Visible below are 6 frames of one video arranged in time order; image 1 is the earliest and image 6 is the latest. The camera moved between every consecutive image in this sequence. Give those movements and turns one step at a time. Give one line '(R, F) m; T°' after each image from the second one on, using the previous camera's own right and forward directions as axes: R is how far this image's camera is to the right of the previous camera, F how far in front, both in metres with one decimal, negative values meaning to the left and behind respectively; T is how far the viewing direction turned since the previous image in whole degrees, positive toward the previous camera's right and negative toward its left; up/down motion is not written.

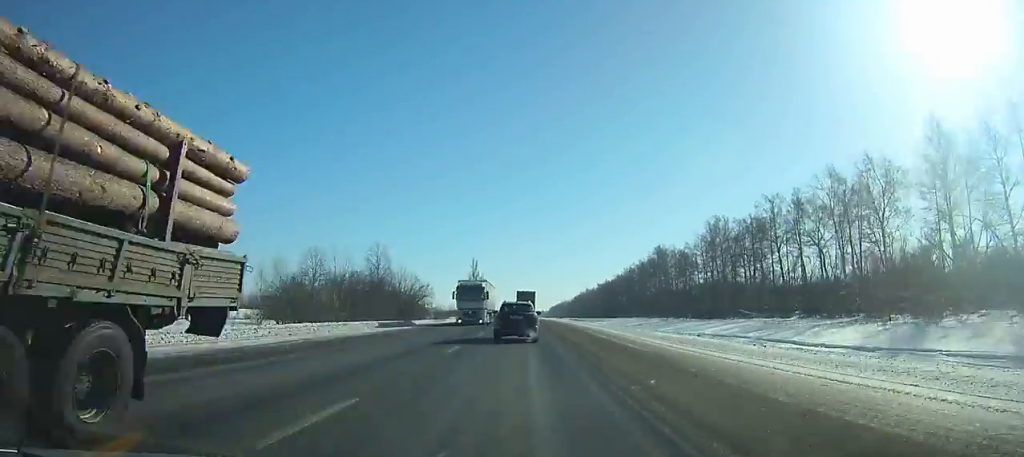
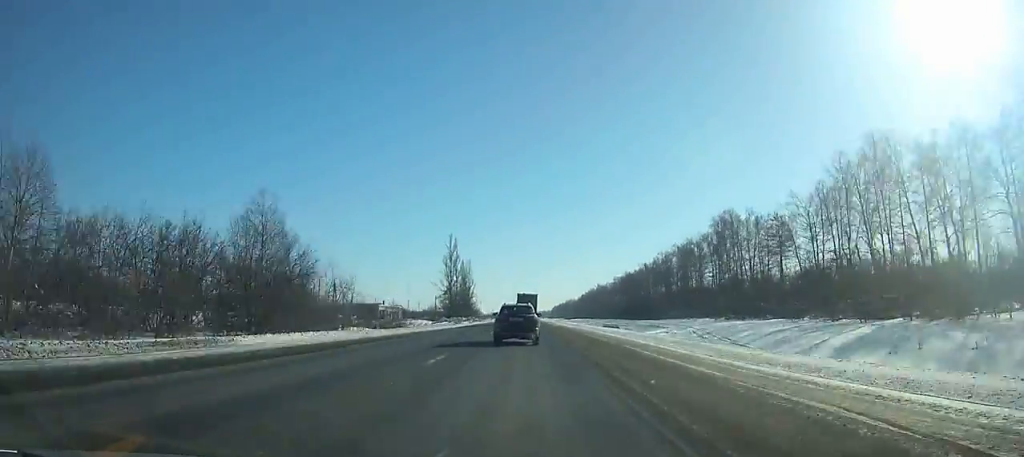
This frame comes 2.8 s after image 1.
(-0.1, +62.8) m; 0°
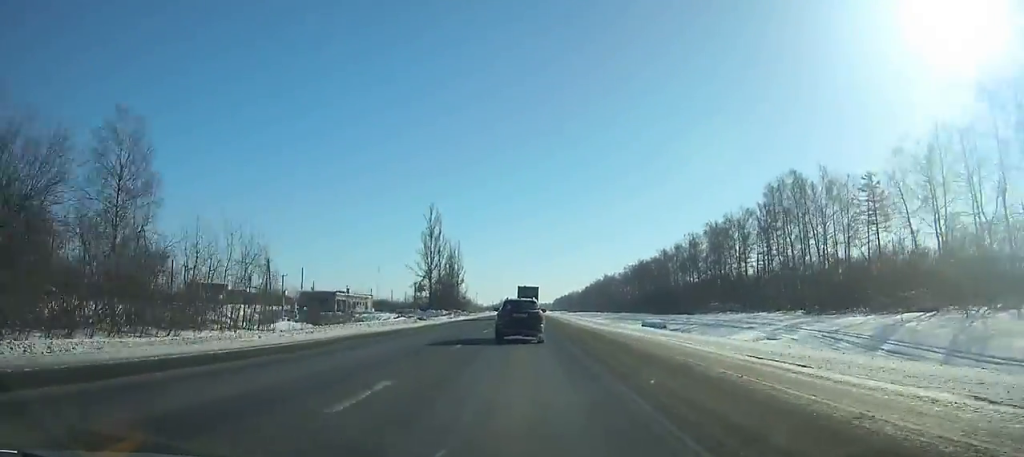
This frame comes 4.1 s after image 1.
(0.0, +29.2) m; 0°
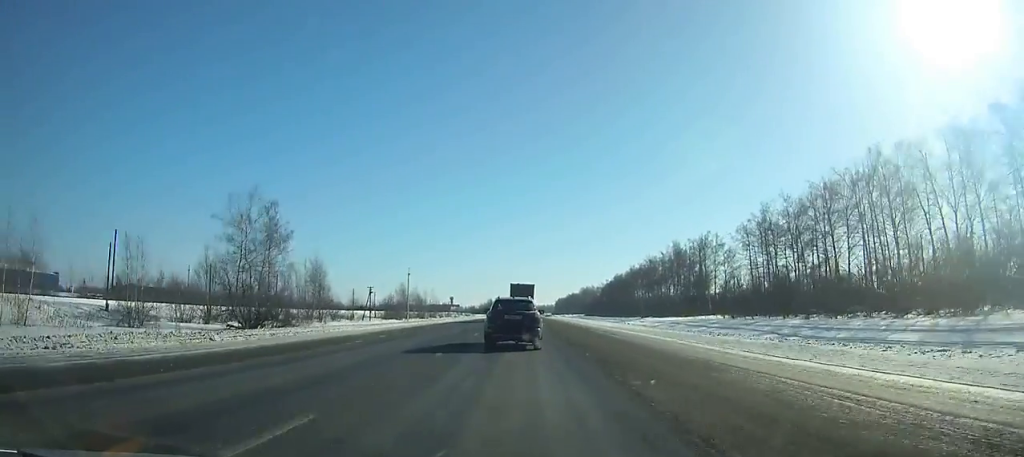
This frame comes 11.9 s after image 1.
(+0.5, +169.8) m; 0°
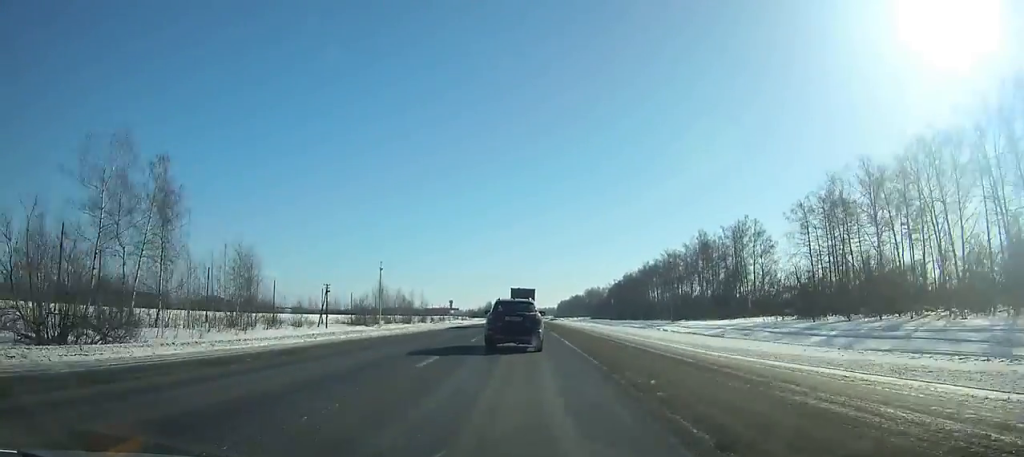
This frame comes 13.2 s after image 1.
(-0.1, +27.5) m; 0°
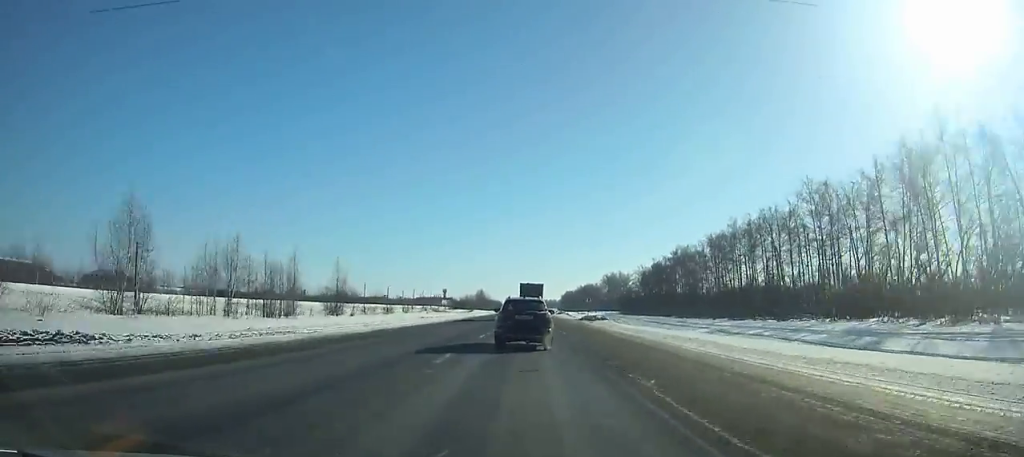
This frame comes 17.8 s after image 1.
(+0.3, +94.7) m; +1°
